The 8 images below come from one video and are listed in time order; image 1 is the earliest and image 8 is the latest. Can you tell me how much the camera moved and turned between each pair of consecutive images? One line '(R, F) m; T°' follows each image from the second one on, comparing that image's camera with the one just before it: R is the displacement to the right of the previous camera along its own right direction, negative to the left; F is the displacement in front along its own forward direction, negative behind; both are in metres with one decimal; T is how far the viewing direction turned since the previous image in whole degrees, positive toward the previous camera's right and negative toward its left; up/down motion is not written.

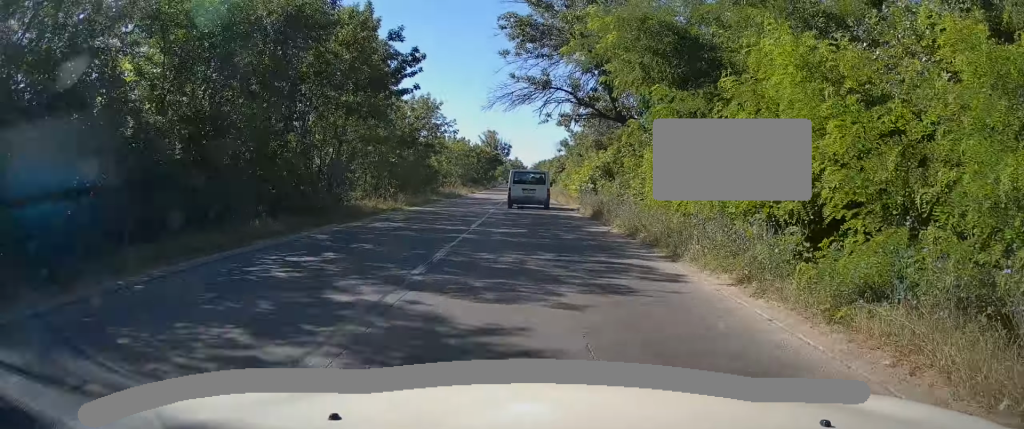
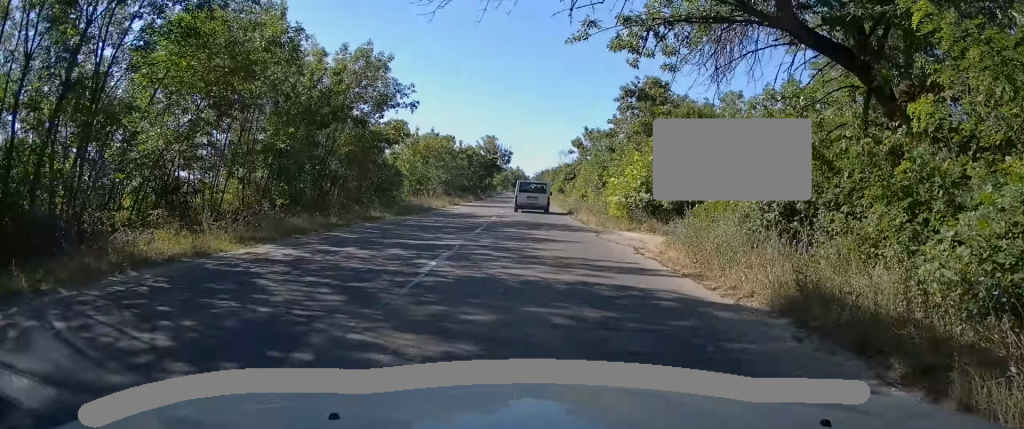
(+0.1, +17.8) m; 0°
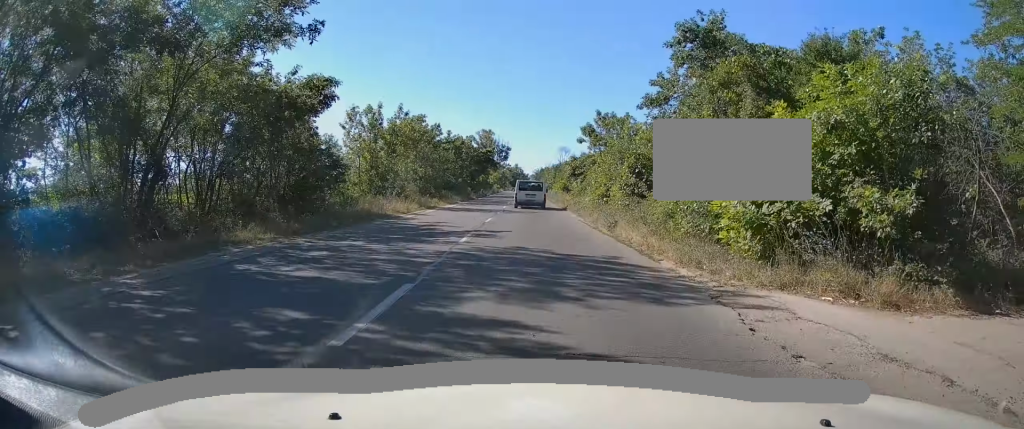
(-0.1, +13.1) m; 0°
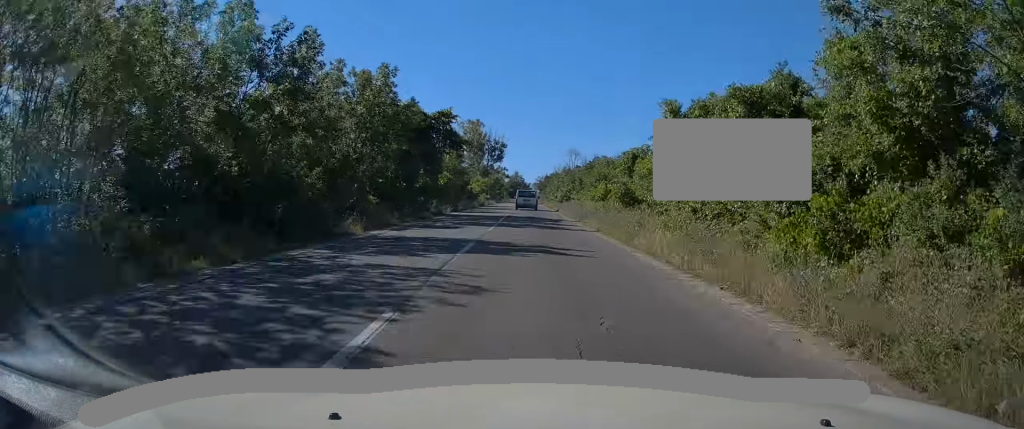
(0.0, +48.4) m; 0°
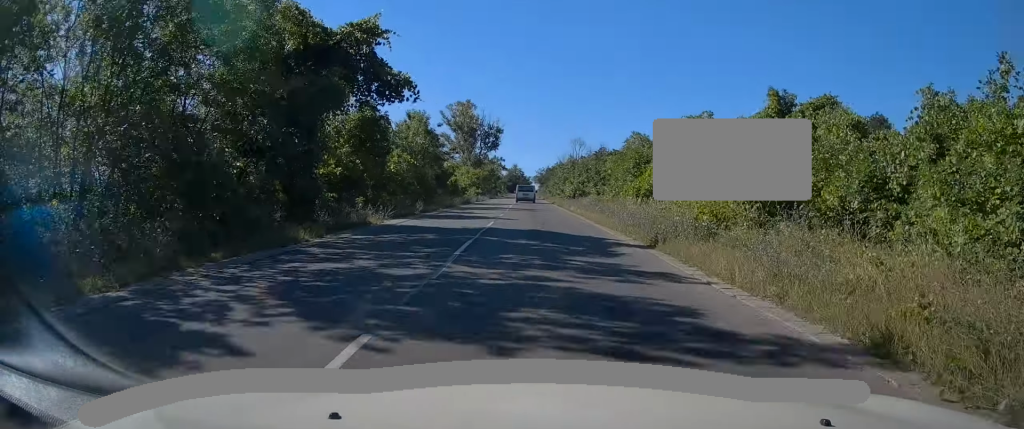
(+0.1, +19.4) m; +1°
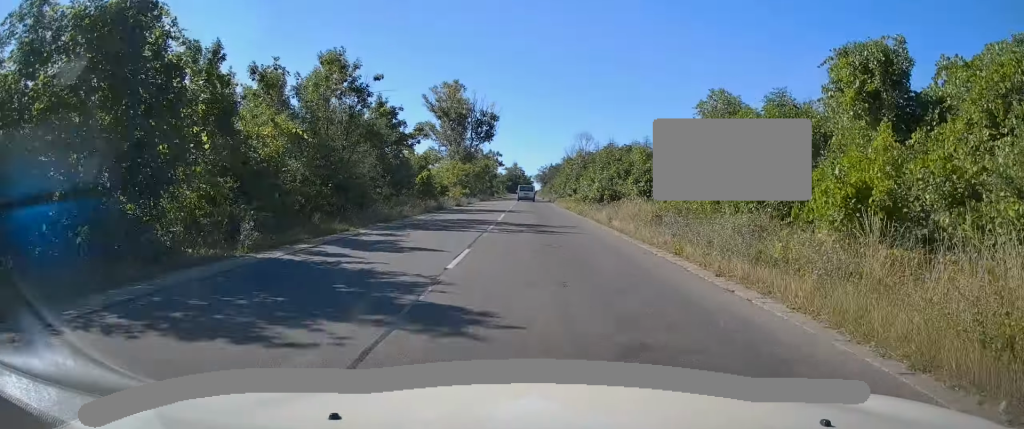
(+0.3, +20.0) m; -1°
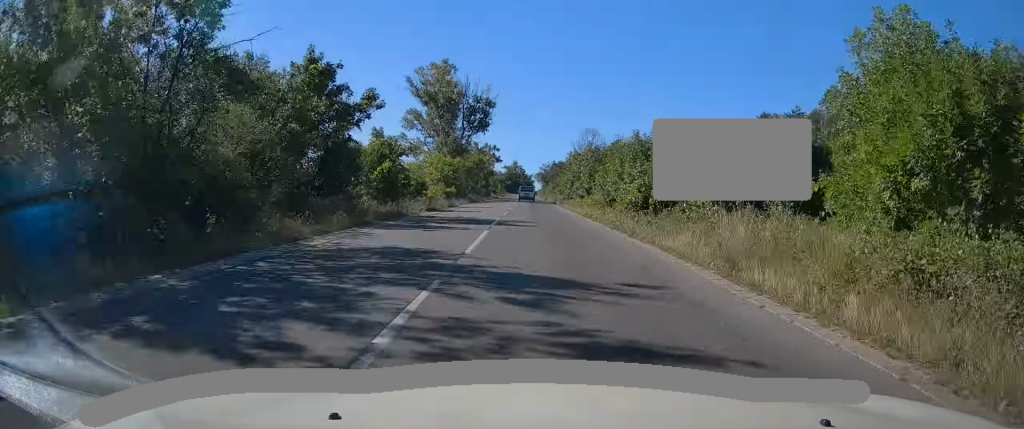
(-0.4, +13.7) m; 0°
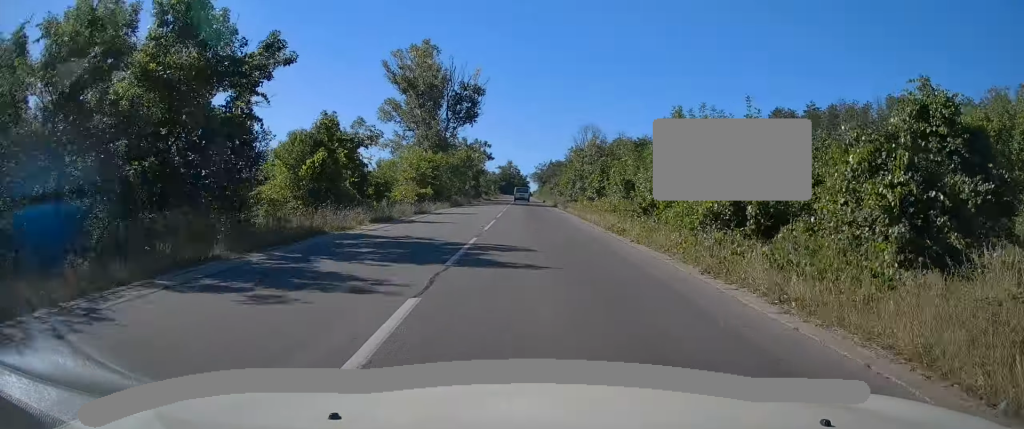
(-0.1, +11.0) m; 0°
